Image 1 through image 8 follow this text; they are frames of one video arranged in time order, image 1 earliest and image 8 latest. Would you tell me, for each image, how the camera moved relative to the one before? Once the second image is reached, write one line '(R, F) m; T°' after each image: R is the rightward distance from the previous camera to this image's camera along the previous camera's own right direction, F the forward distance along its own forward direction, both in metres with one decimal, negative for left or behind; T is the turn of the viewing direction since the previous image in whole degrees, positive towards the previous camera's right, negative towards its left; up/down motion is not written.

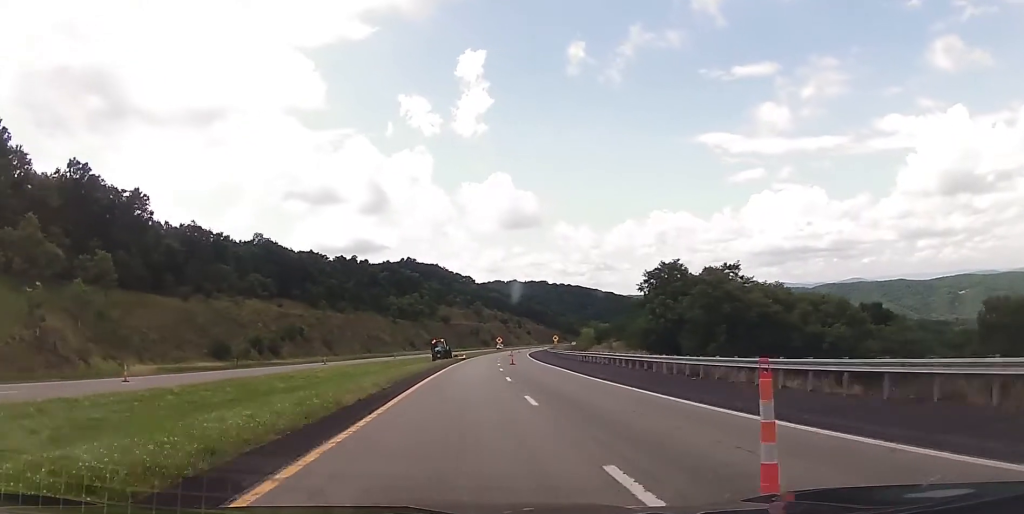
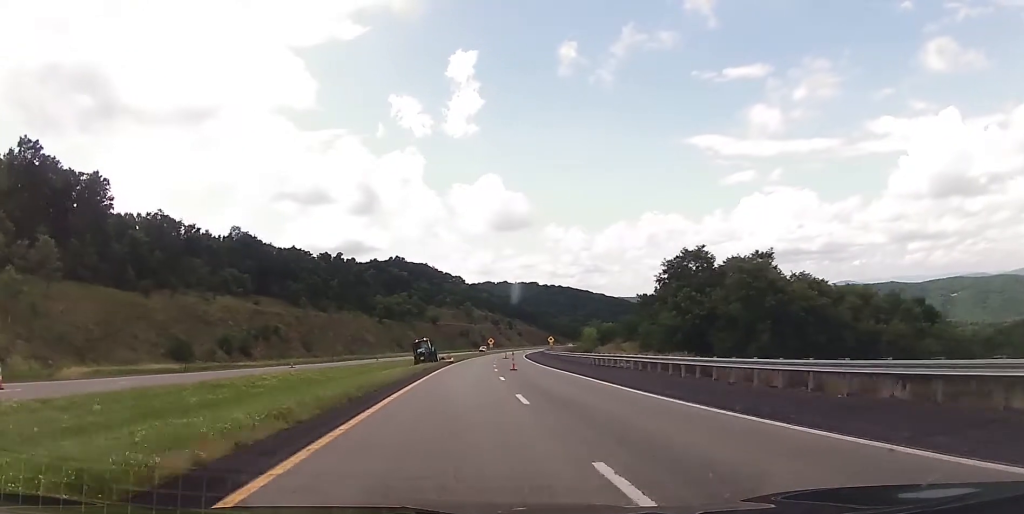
(+0.1, +12.1) m; +1°
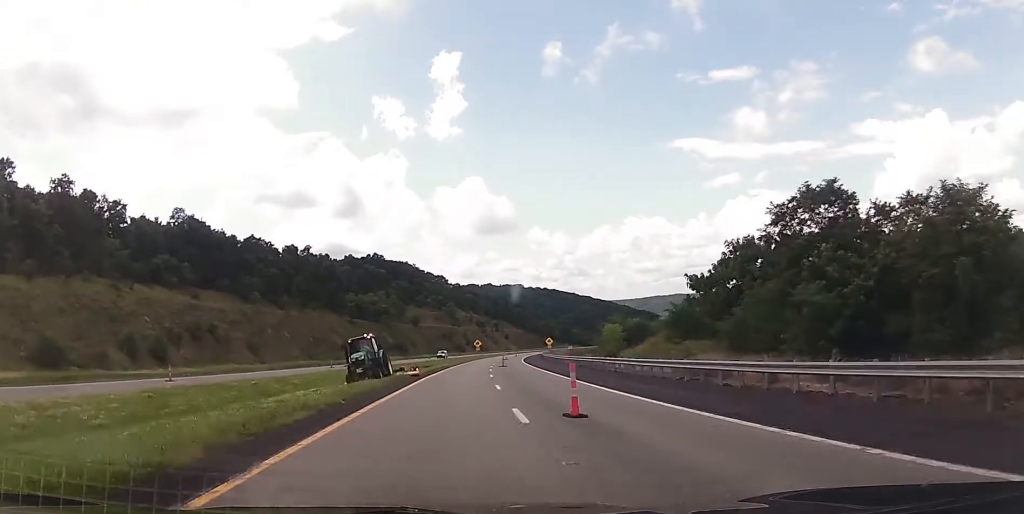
(+0.5, +29.0) m; +1°
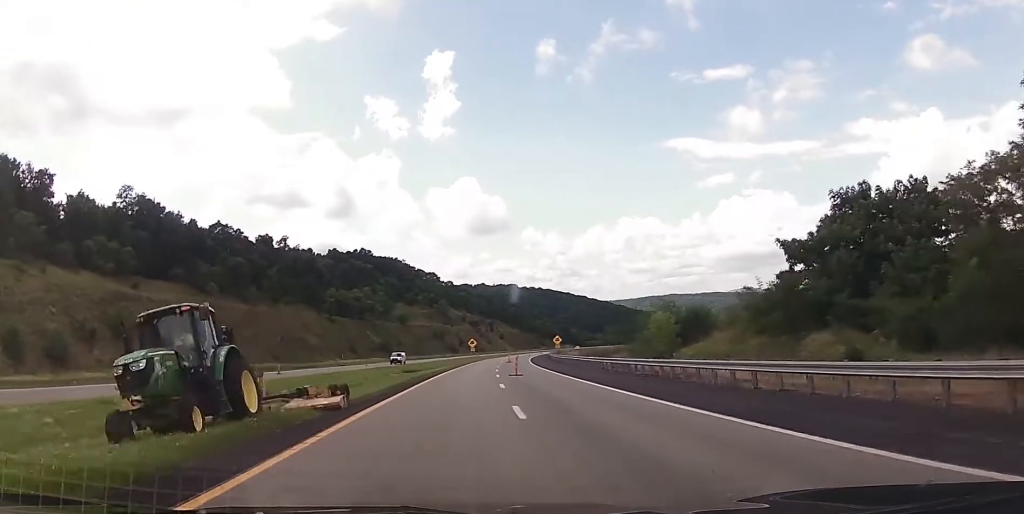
(-0.1, +23.5) m; 0°
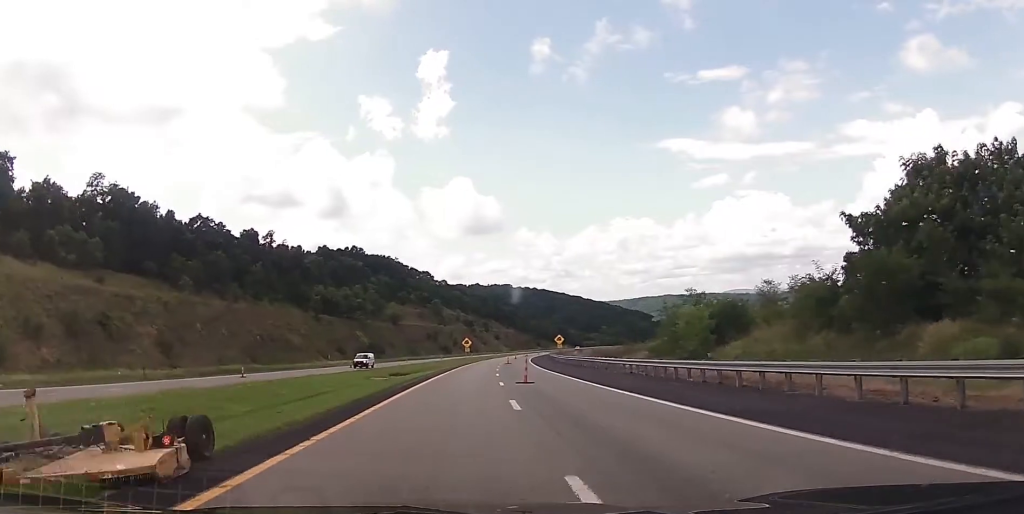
(-0.2, +9.9) m; +1°
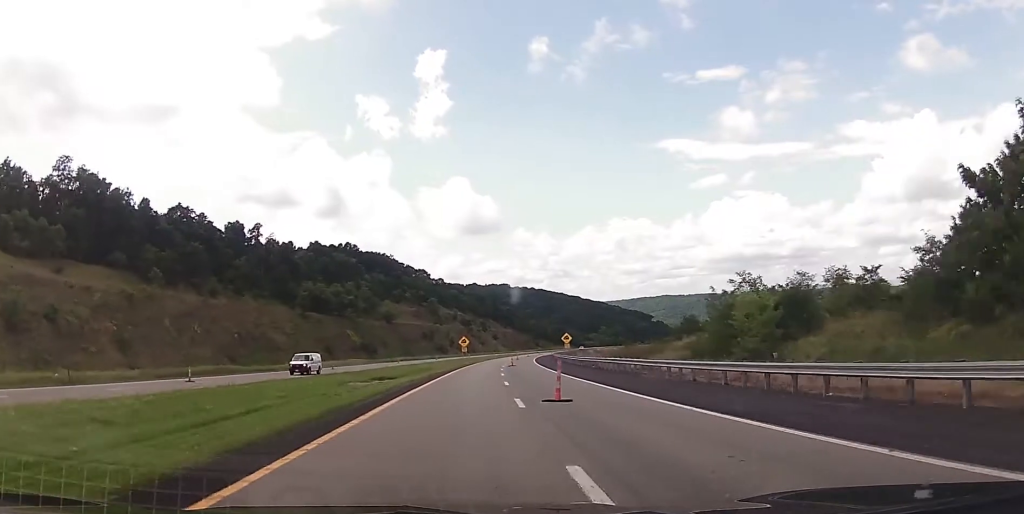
(+0.2, +11.4) m; +1°
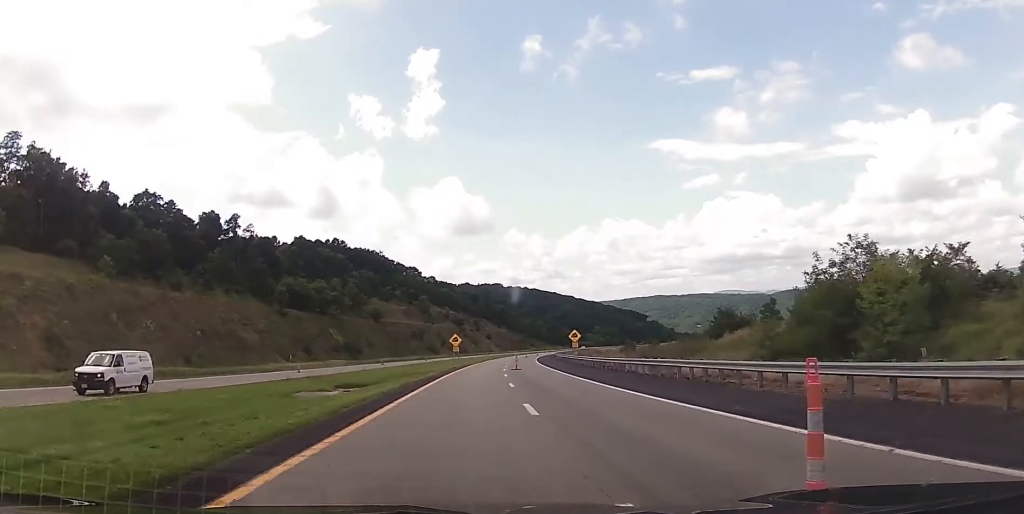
(+0.3, +14.3) m; +1°
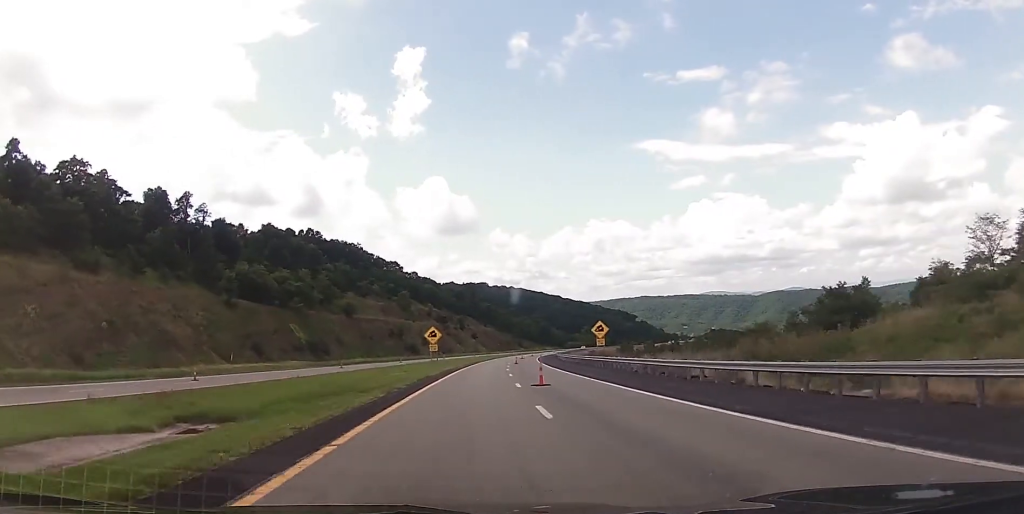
(+0.1, +25.3) m; 0°
